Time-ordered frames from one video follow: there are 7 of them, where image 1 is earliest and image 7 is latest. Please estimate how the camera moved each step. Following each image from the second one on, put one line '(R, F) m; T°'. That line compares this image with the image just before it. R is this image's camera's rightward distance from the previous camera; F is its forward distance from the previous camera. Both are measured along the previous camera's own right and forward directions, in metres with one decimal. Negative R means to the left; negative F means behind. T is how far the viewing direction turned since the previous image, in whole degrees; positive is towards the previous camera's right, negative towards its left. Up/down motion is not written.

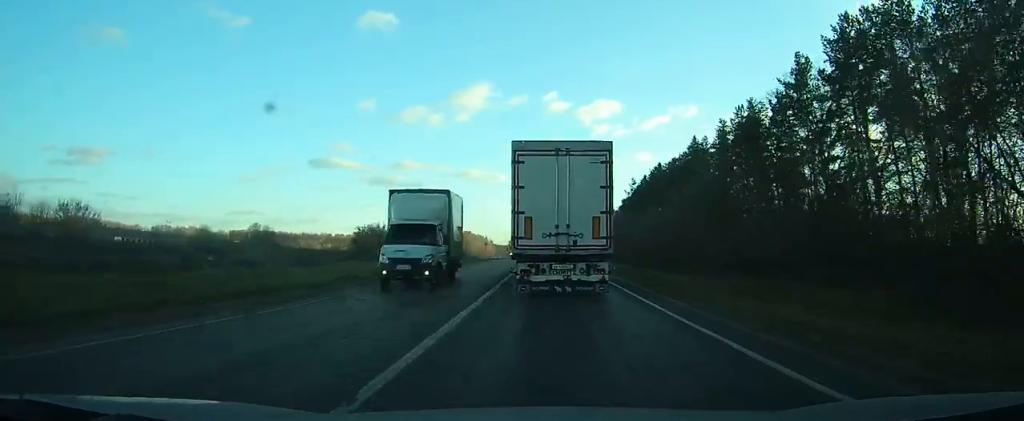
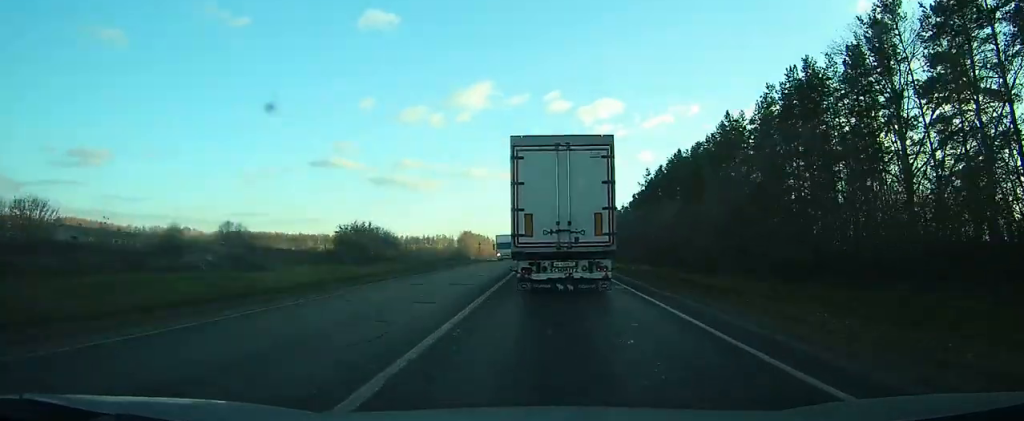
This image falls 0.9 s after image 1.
(0.0, +15.1) m; 0°
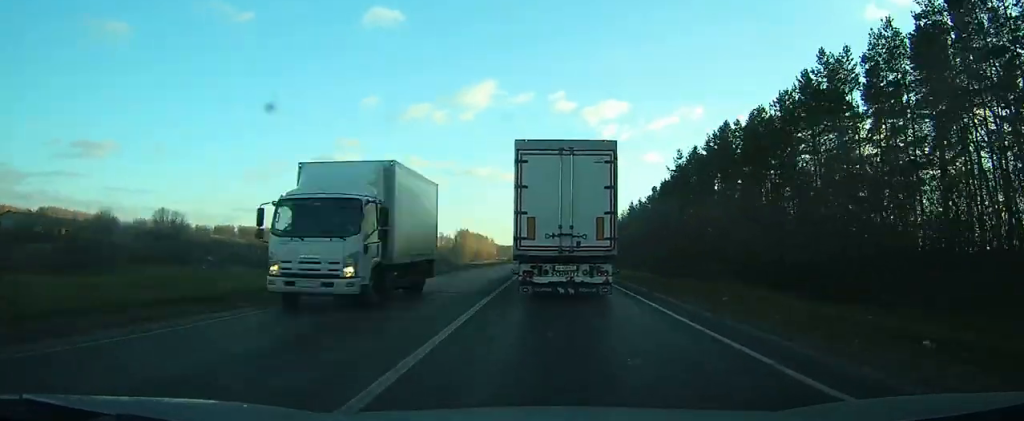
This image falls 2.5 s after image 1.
(-0.1, +25.5) m; +4°
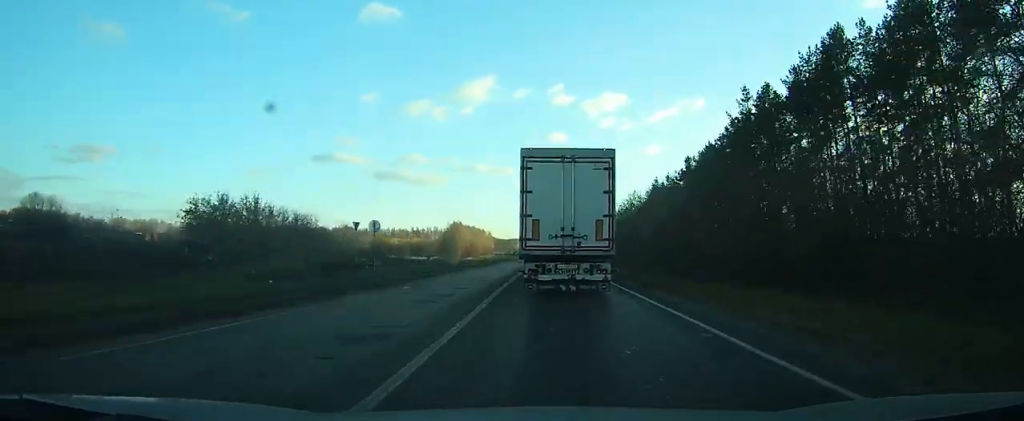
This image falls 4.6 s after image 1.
(+2.5, +31.9) m; -3°
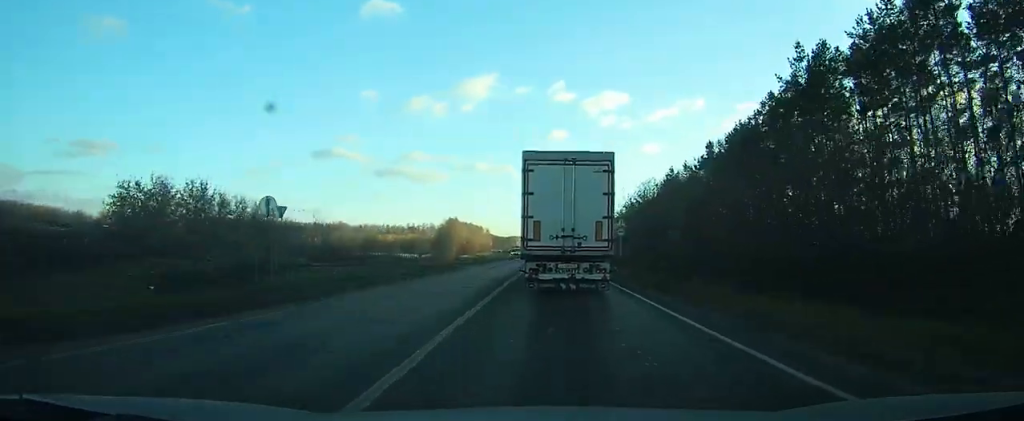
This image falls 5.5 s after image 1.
(-0.9, +13.1) m; -3°
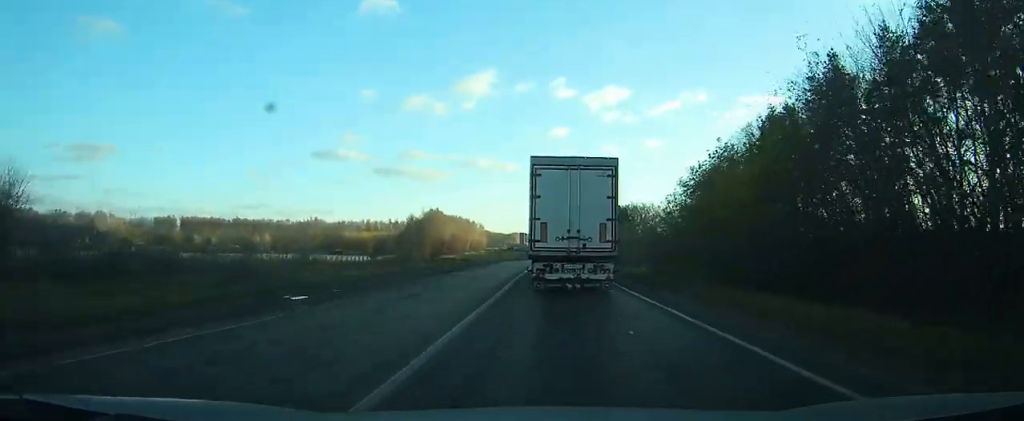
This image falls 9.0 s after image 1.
(-3.5, +54.7) m; +1°
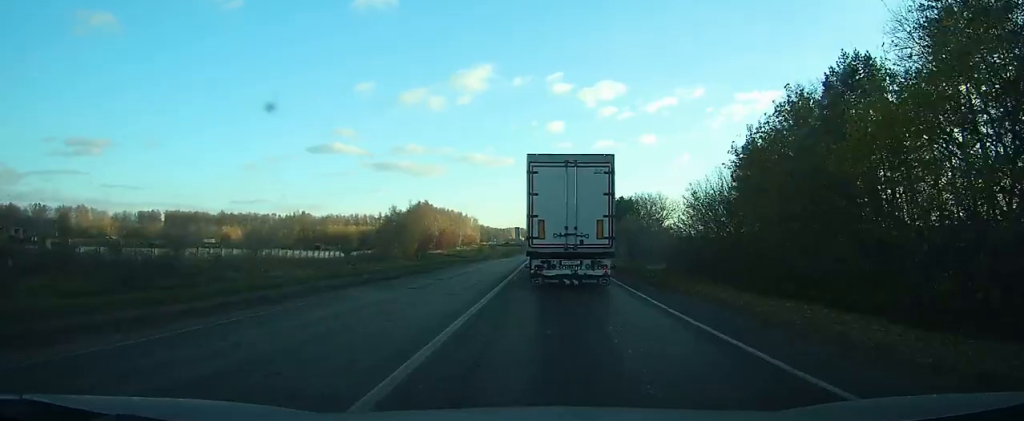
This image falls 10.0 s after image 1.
(+0.2, +17.4) m; 0°
